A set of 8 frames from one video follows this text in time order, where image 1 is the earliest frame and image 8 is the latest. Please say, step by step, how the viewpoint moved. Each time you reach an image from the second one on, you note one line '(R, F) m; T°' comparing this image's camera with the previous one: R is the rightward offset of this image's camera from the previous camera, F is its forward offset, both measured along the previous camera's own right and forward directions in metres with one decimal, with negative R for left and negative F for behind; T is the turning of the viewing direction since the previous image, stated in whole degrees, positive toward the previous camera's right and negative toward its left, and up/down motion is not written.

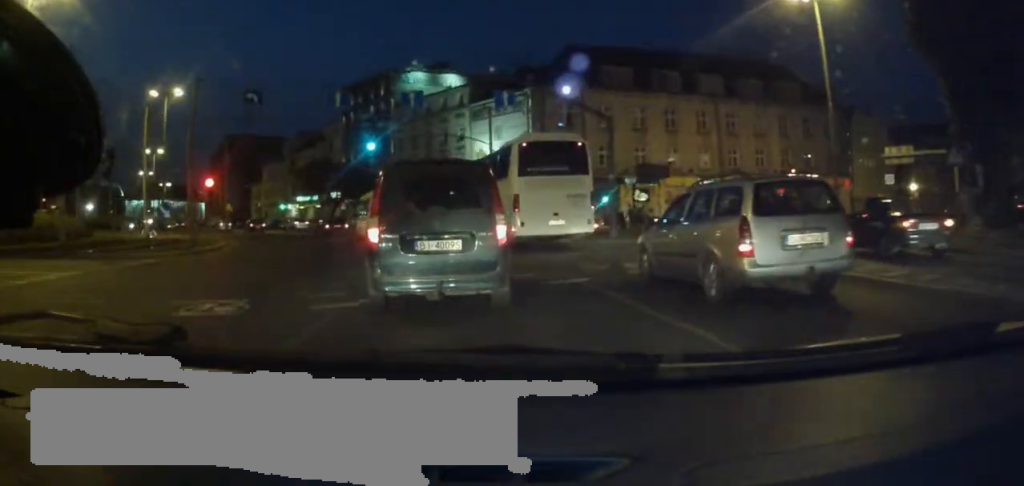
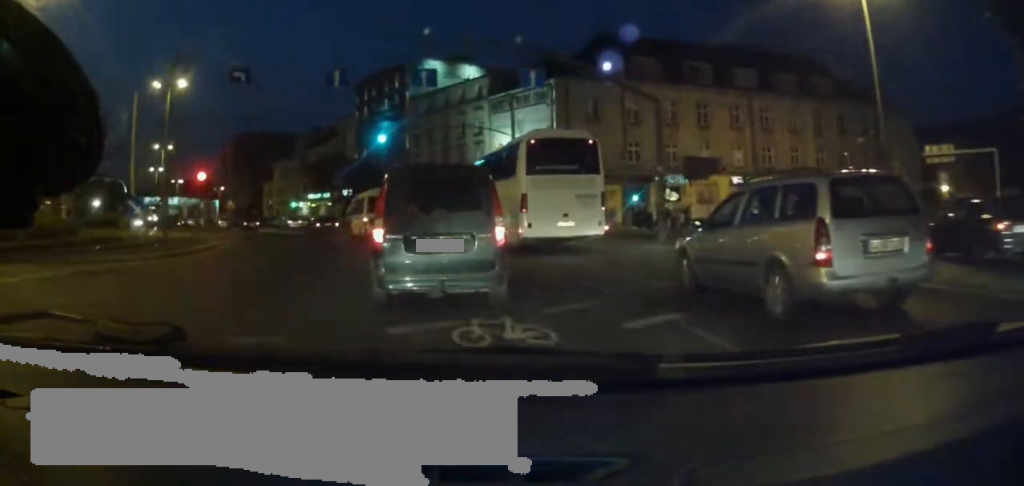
(-0.1, +3.5) m; -2°
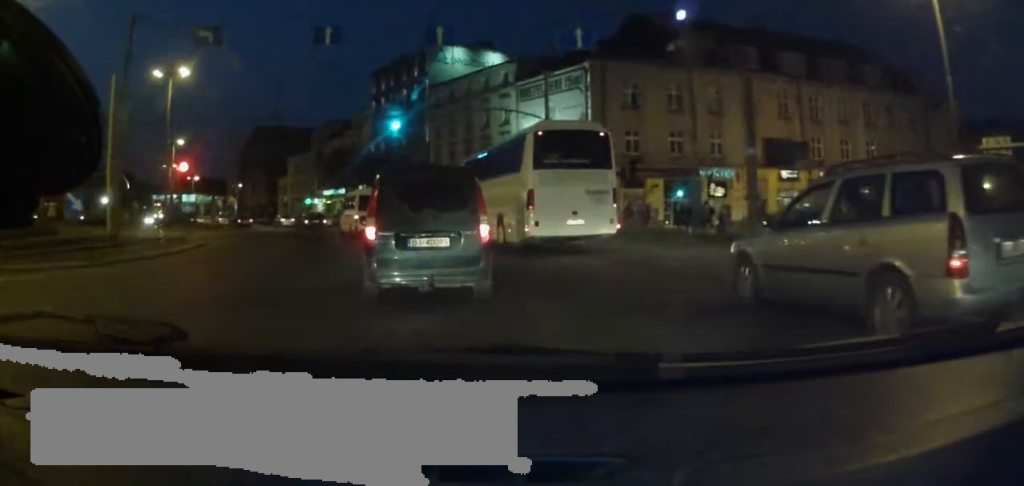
(0.0, +4.7) m; -3°
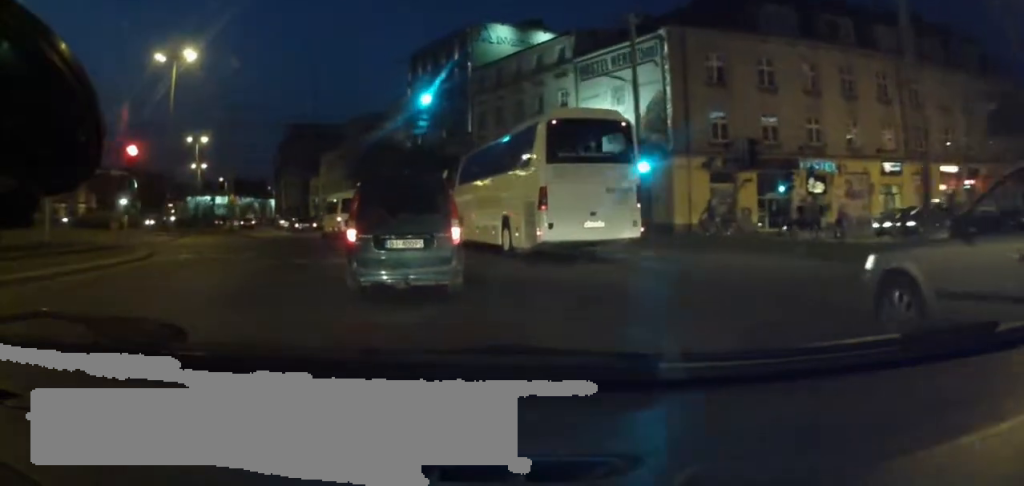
(-0.3, +8.0) m; -6°
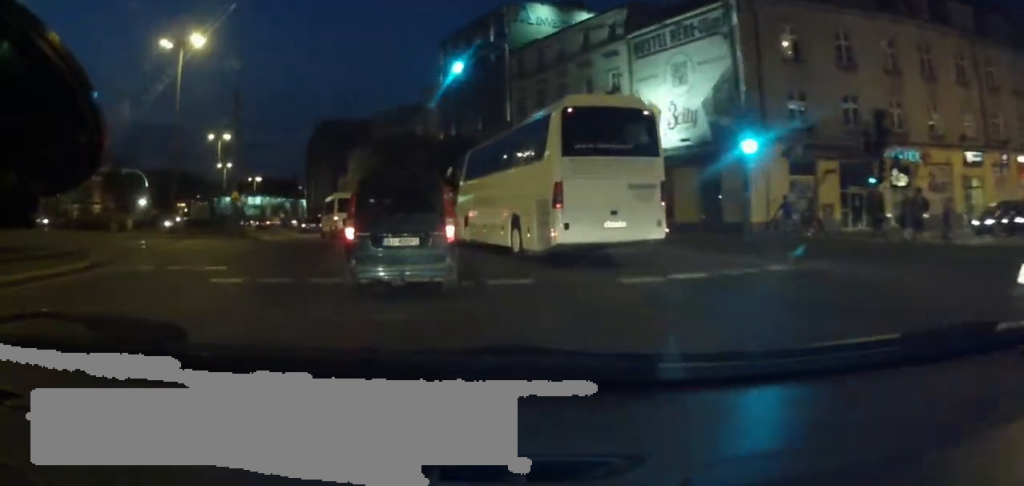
(-0.4, +5.3) m; -2°
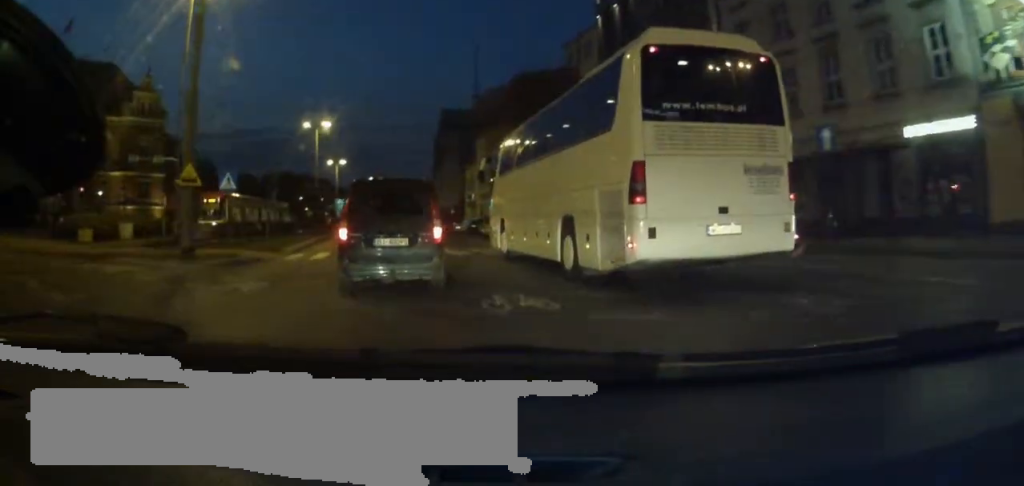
(-0.6, +19.7) m; -5°
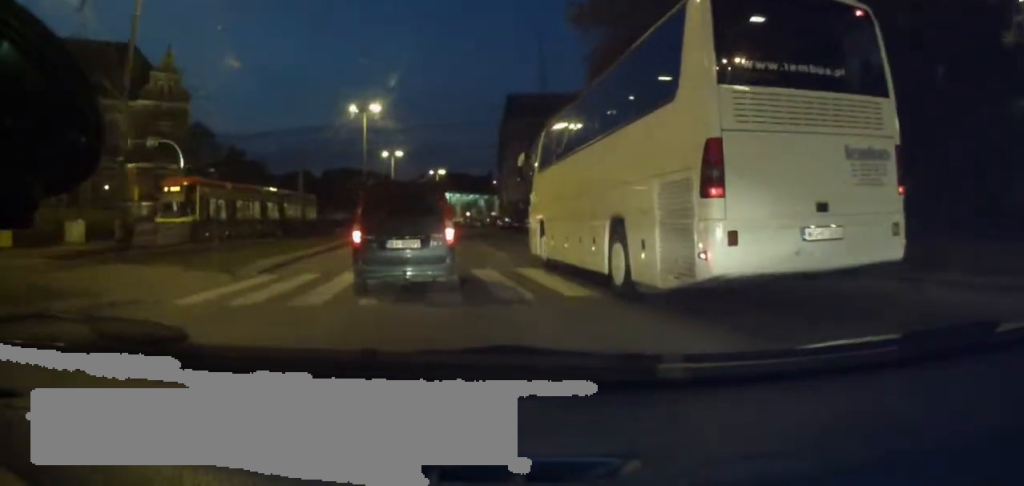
(-0.6, +11.2) m; -10°
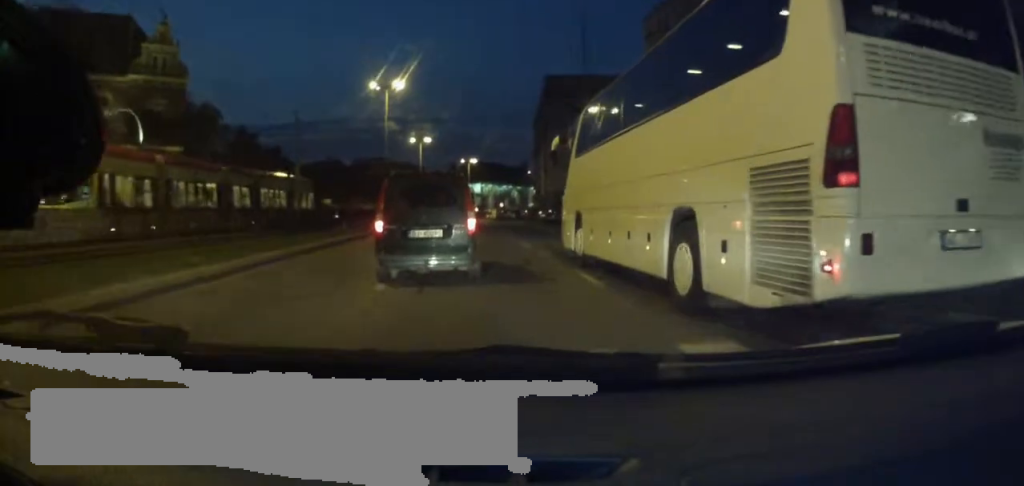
(-0.8, +9.3) m; -8°
